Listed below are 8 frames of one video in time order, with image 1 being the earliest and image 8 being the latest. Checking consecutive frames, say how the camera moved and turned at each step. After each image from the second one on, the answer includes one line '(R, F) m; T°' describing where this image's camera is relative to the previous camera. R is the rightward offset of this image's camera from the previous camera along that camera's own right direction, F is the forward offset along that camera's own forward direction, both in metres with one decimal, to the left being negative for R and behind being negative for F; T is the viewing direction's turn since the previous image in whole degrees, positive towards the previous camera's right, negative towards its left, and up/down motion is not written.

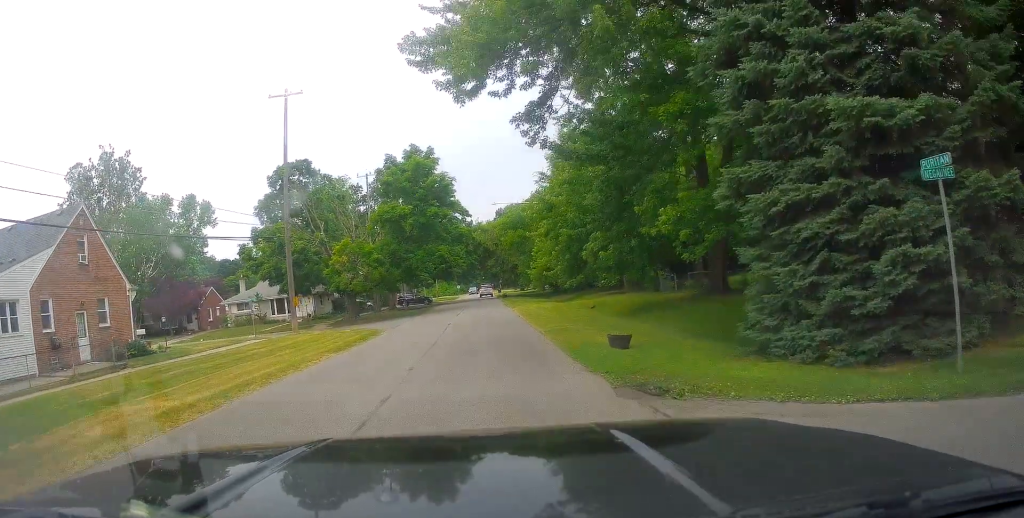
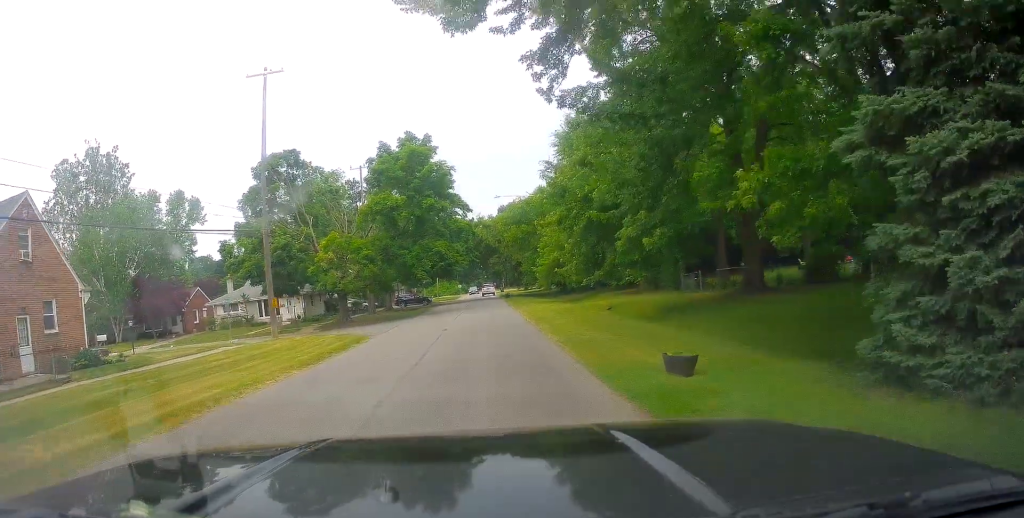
(0.0, +3.6) m; -2°
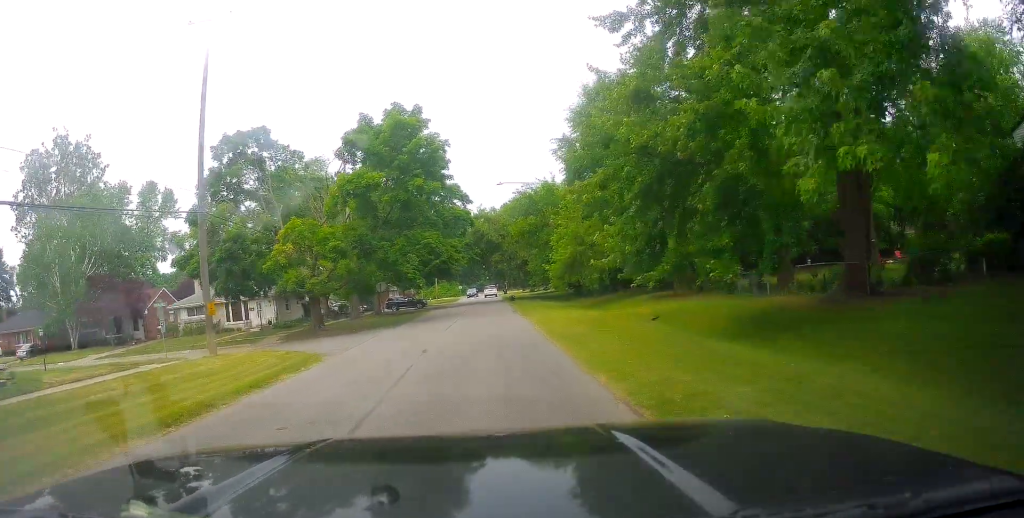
(-0.3, +7.3) m; -1°
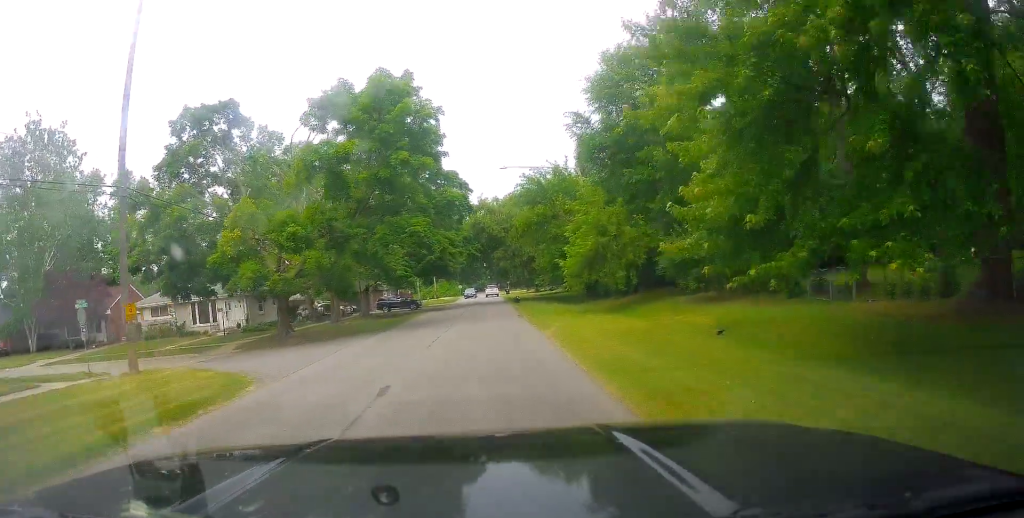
(0.0, +6.0) m; 0°
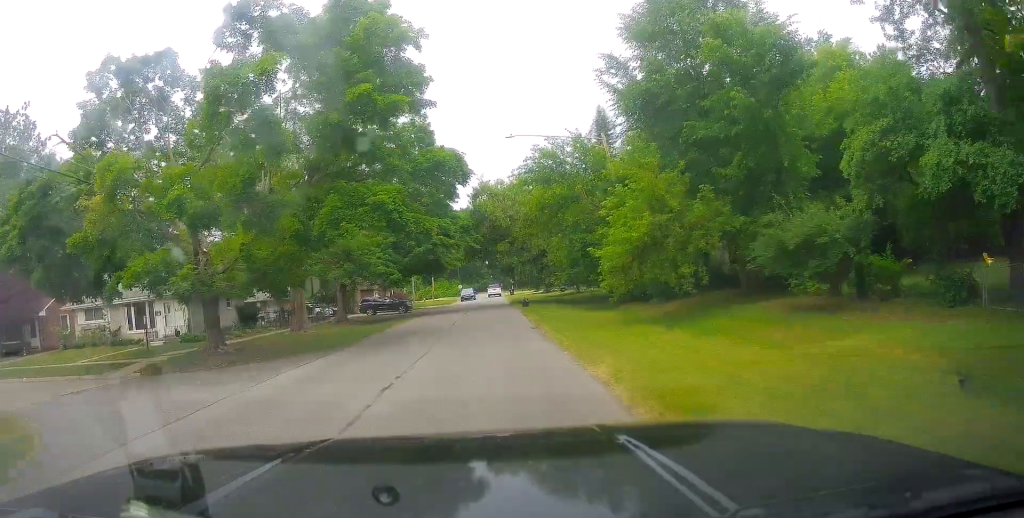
(+0.3, +8.7) m; 0°
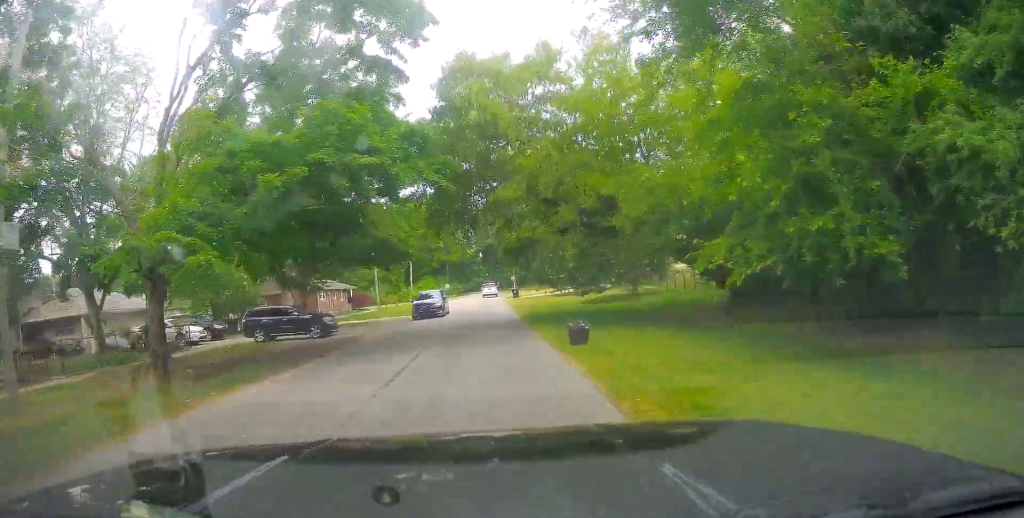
(+0.4, +25.1) m; +2°
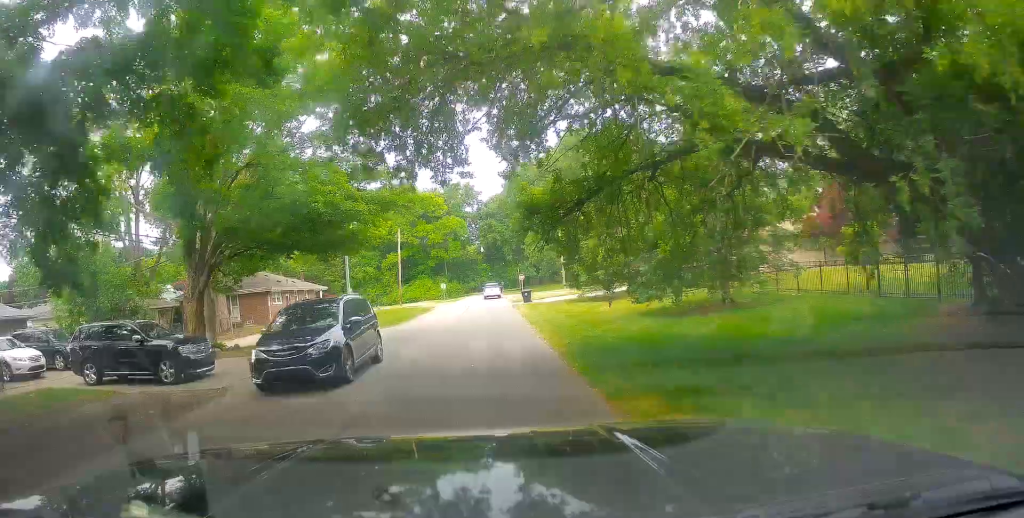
(-0.4, +14.2) m; -2°
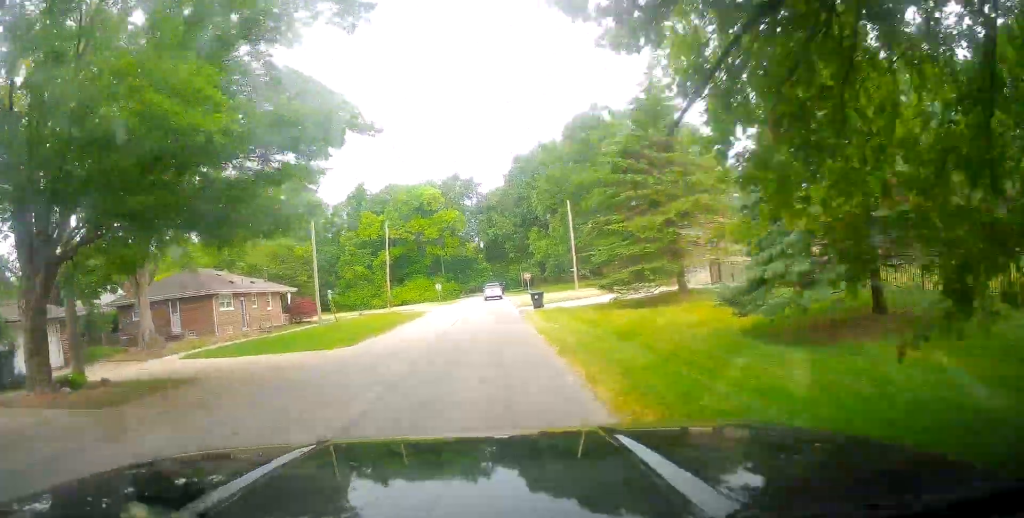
(0.0, +9.8) m; 0°
